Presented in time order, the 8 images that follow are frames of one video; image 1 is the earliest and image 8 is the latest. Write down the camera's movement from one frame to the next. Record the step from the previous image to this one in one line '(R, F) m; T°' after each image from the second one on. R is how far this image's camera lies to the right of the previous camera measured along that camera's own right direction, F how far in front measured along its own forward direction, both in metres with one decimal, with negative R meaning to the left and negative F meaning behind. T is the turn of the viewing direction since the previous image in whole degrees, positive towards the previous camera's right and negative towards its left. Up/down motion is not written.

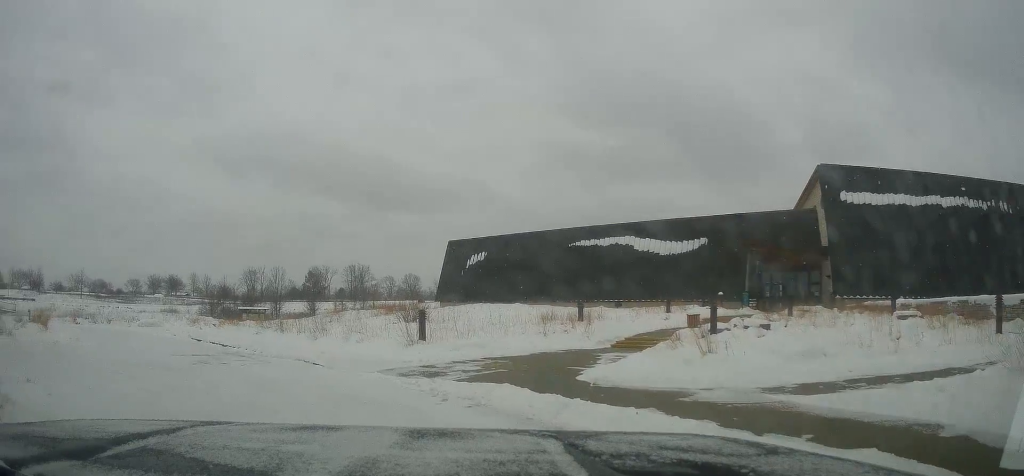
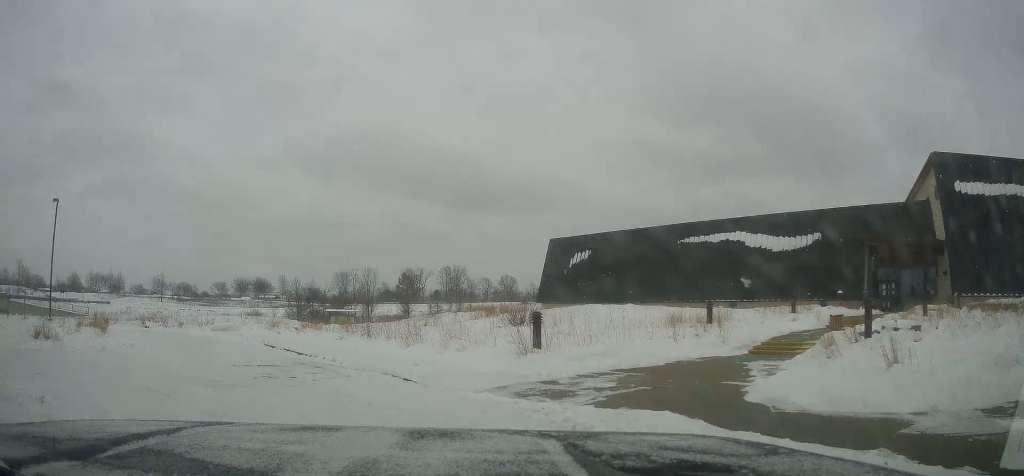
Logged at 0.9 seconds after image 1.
(-0.1, +3.0) m; -8°
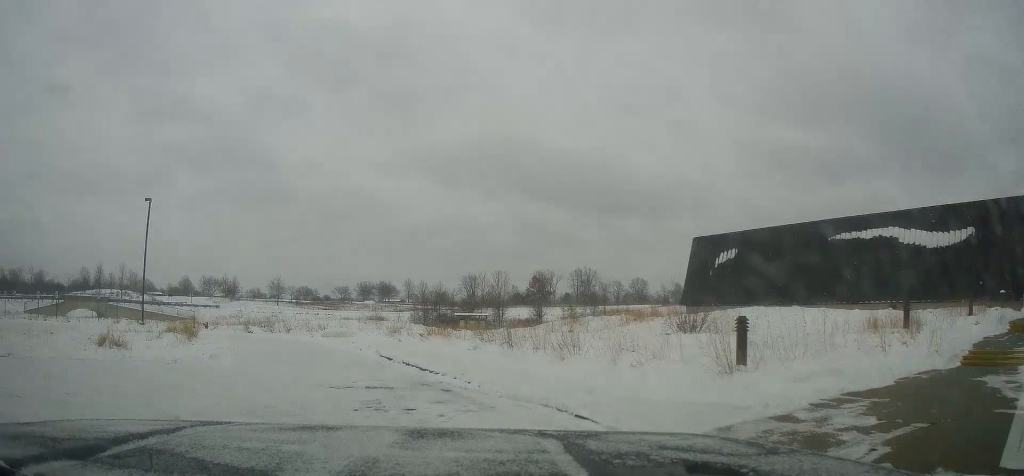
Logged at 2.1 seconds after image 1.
(-0.4, +3.6) m; -8°
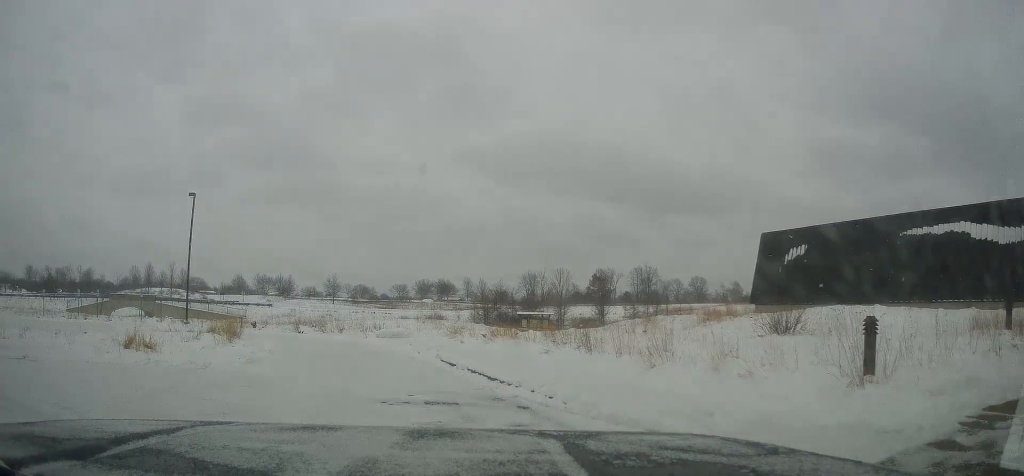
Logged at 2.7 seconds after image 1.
(+0.1, +1.9) m; -4°
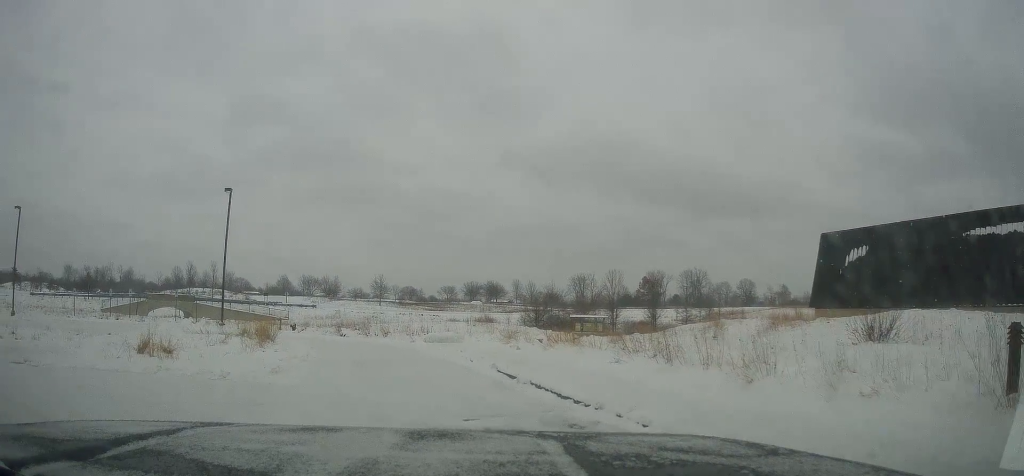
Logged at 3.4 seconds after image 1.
(-0.1, +2.0) m; -3°
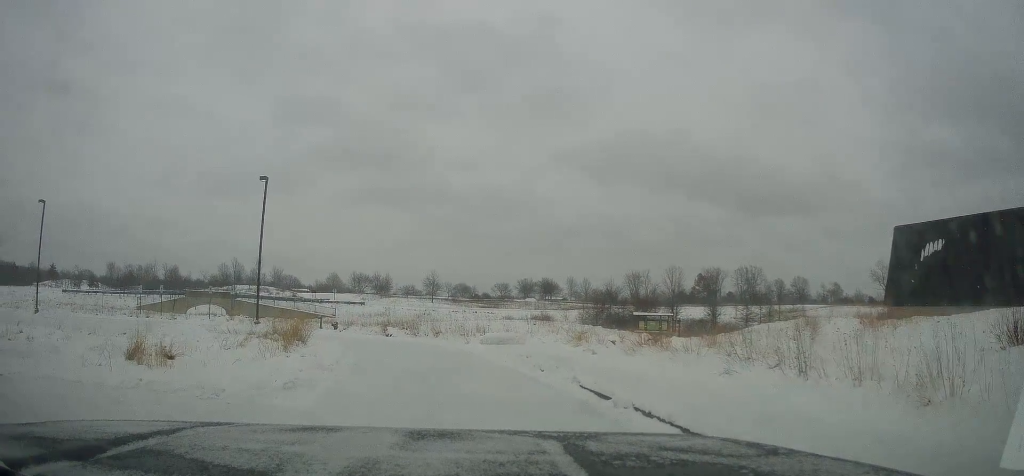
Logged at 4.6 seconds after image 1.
(-0.1, +3.5) m; -2°
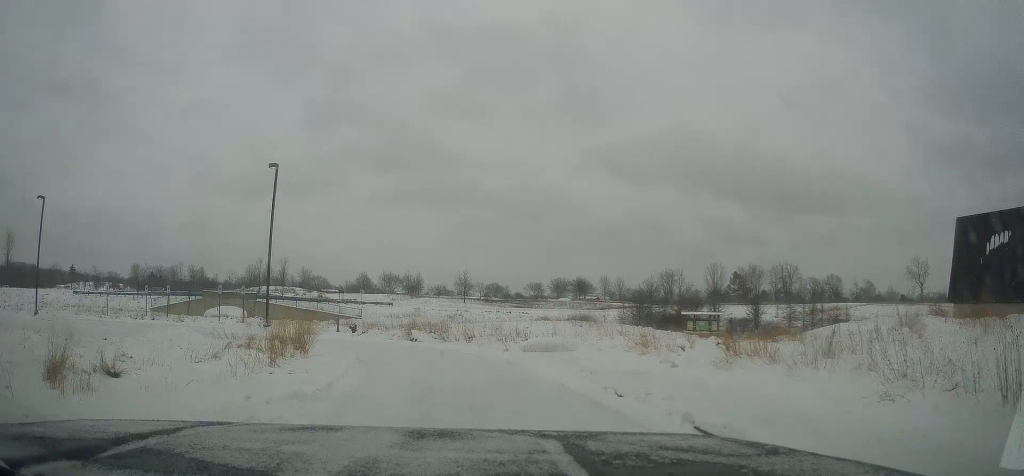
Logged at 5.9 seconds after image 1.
(-0.1, +4.0) m; -4°
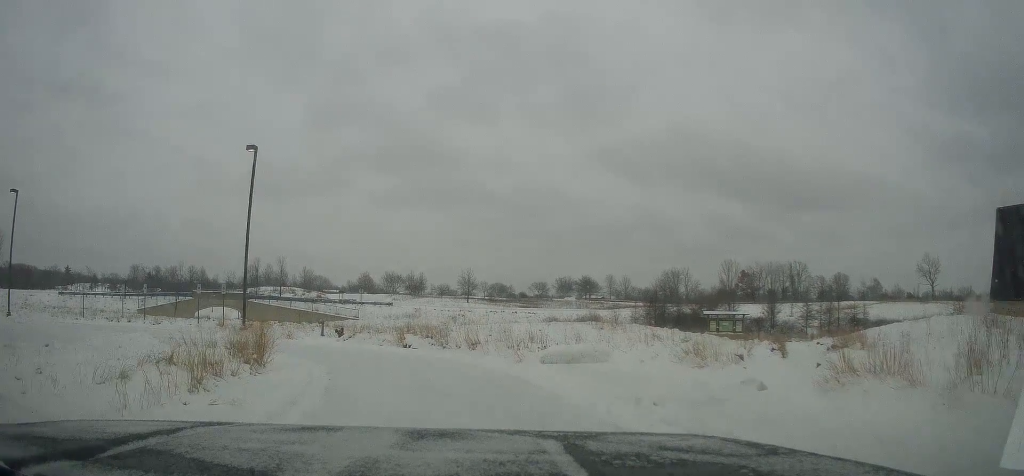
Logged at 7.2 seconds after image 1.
(-0.1, +4.1) m; -3°
